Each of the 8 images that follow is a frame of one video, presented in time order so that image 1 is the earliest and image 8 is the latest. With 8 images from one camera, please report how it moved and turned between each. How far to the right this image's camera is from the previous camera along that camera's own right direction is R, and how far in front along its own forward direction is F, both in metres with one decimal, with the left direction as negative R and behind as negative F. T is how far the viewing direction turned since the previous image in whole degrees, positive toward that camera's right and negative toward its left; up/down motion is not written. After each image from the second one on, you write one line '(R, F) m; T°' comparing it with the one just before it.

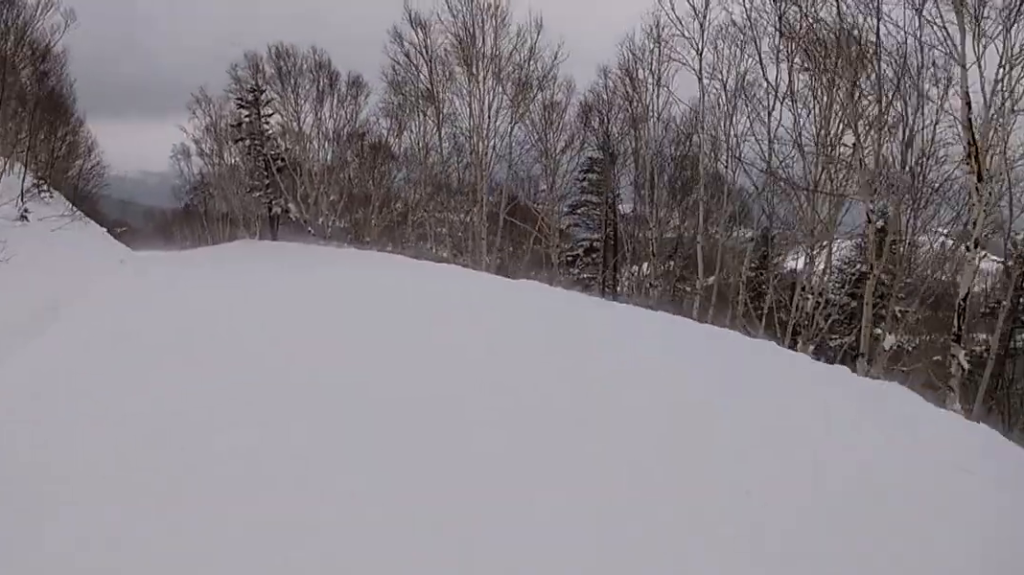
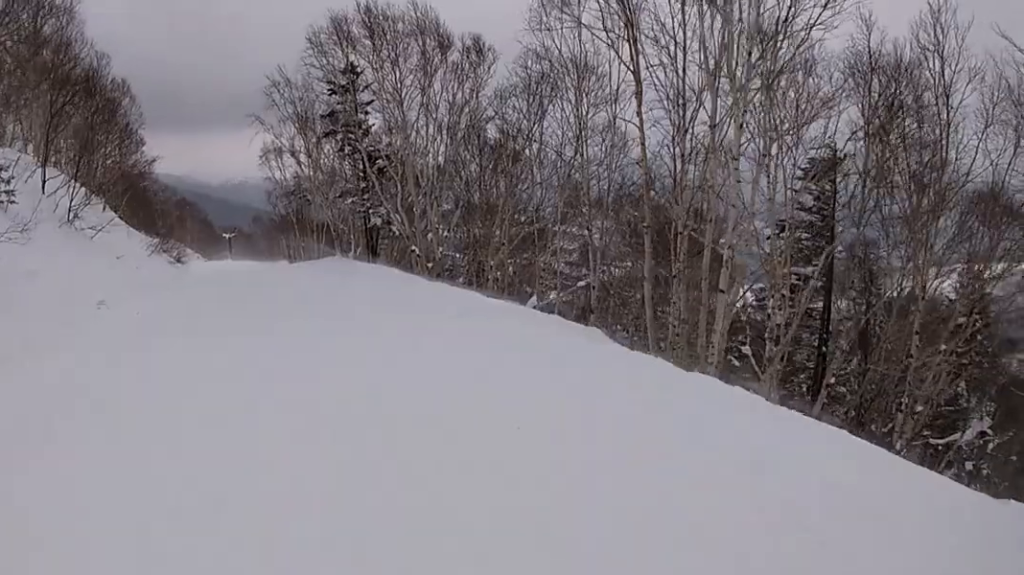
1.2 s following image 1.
(-0.7, +8.8) m; -12°
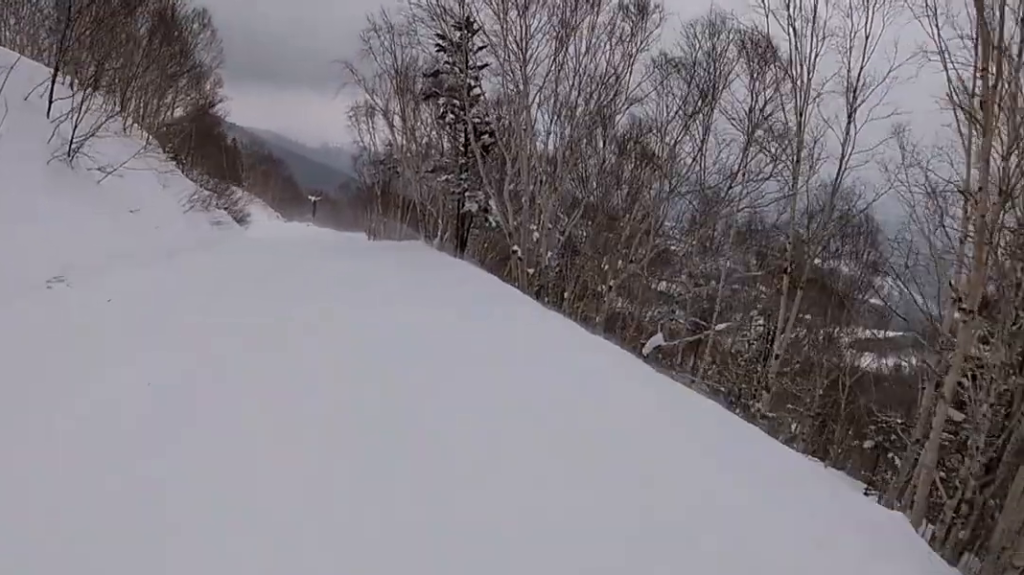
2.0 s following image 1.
(-0.3, +5.3) m; -3°
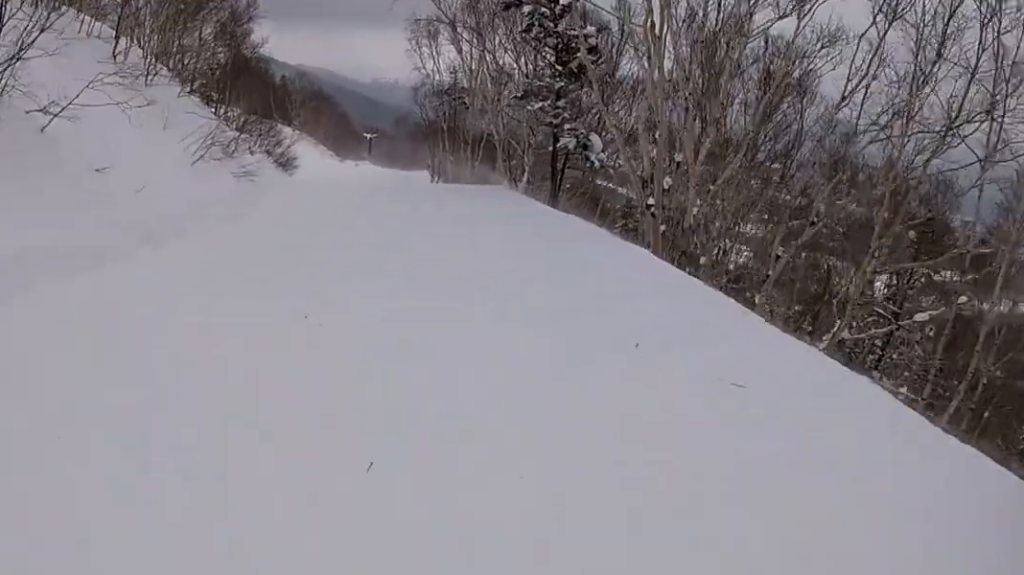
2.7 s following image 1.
(0.0, +5.6) m; +1°
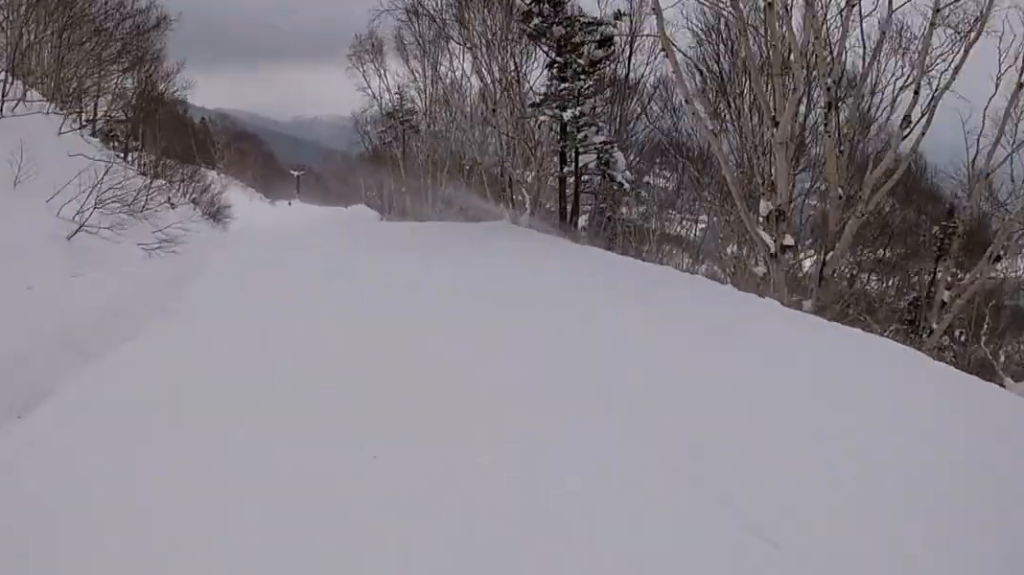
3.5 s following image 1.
(0.0, +6.2) m; +2°
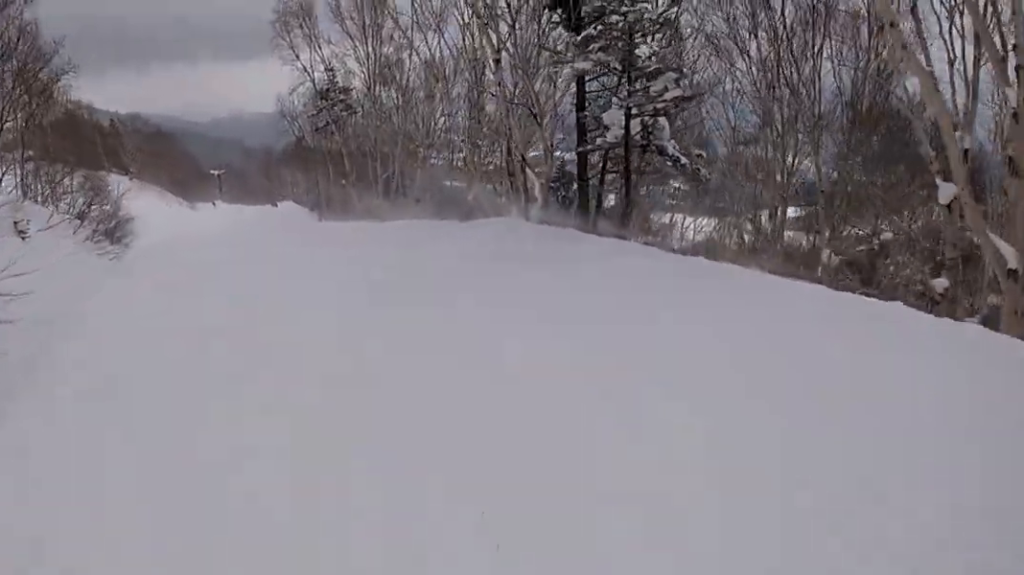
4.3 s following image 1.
(+0.3, +5.7) m; -2°
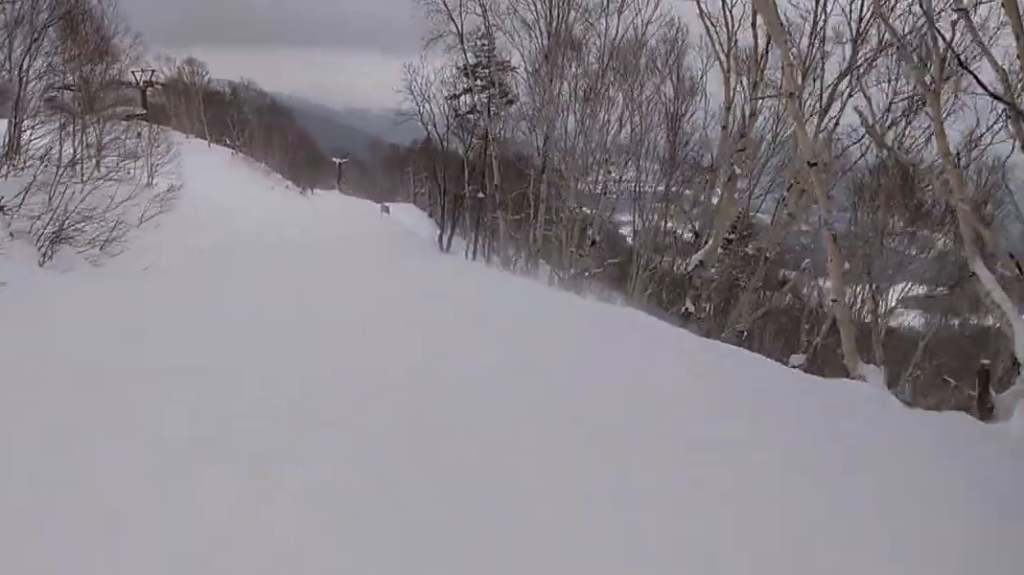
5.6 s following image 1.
(-1.2, +9.8) m; -13°
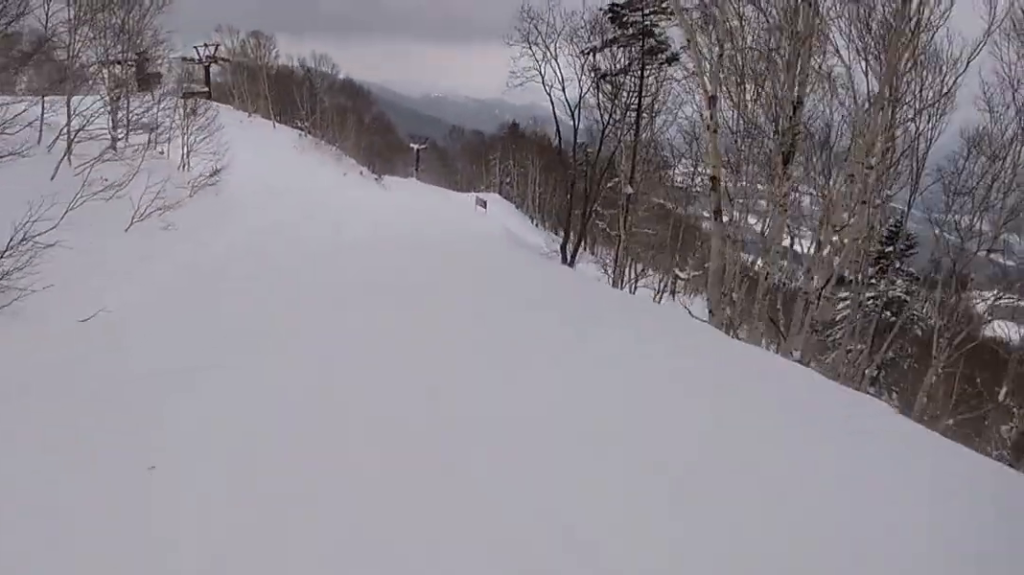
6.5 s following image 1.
(-0.9, +6.7) m; +2°
